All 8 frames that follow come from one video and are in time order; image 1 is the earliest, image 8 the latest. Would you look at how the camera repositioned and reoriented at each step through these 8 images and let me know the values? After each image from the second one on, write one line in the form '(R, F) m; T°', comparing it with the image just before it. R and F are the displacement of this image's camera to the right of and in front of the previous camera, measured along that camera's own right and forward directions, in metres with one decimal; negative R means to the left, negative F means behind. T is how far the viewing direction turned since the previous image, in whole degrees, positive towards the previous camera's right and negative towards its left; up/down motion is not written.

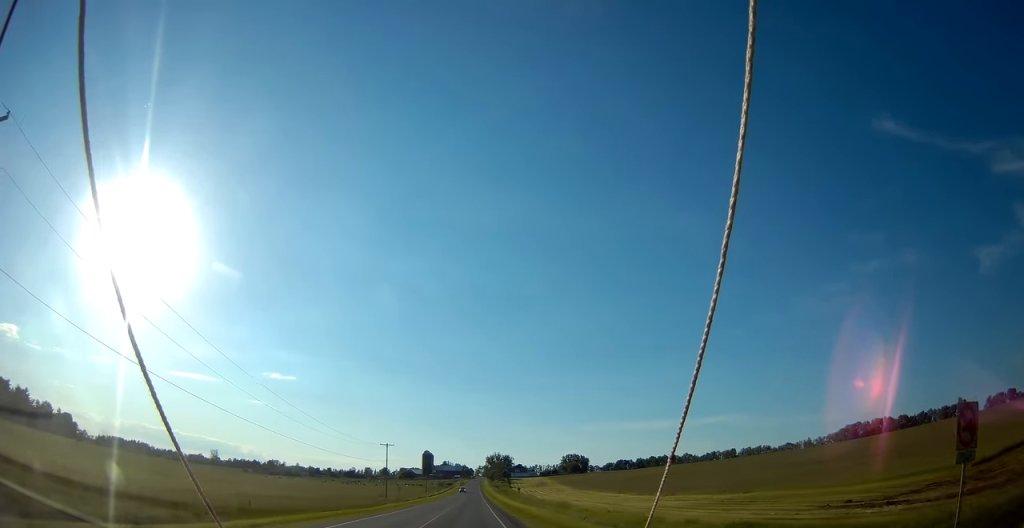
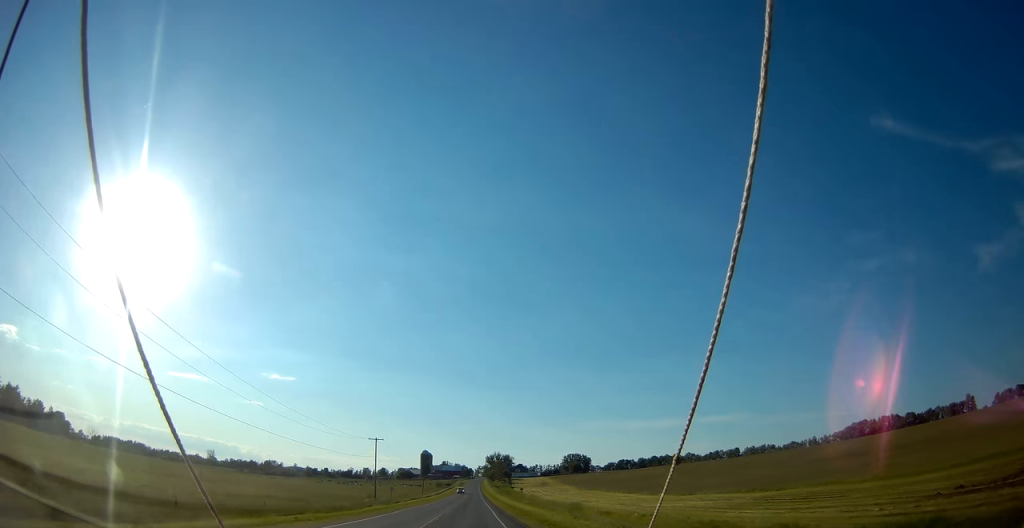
(0.0, +10.8) m; 0°
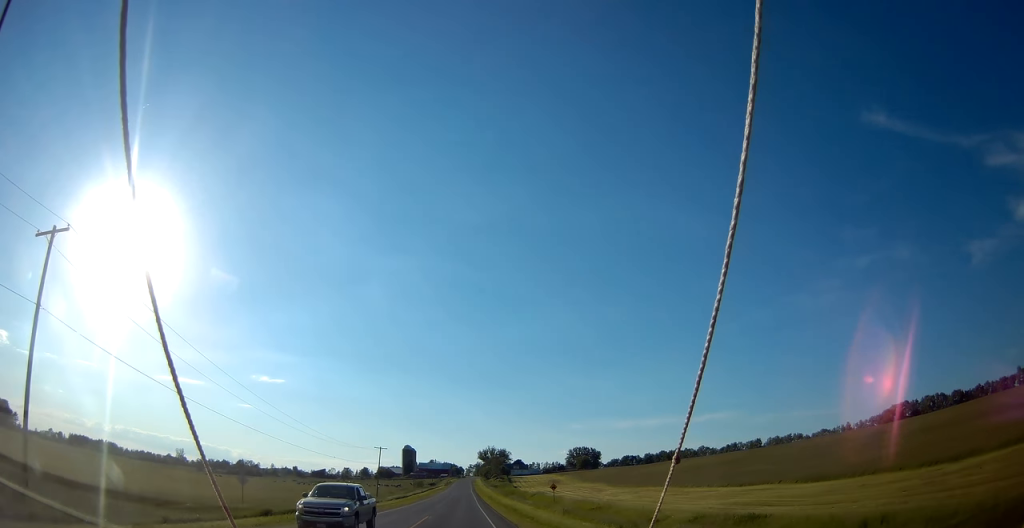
(+0.6, +72.1) m; 0°
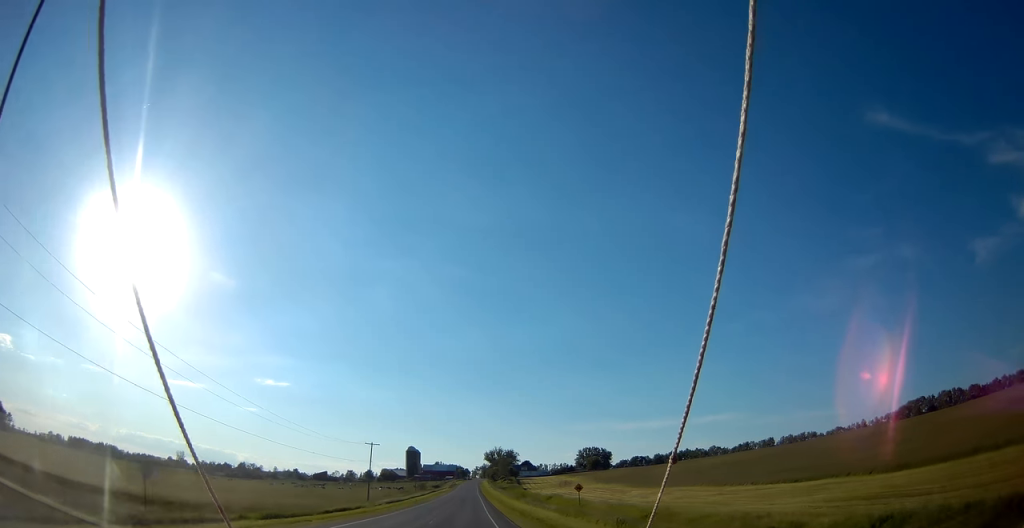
(0.0, +14.9) m; 0°
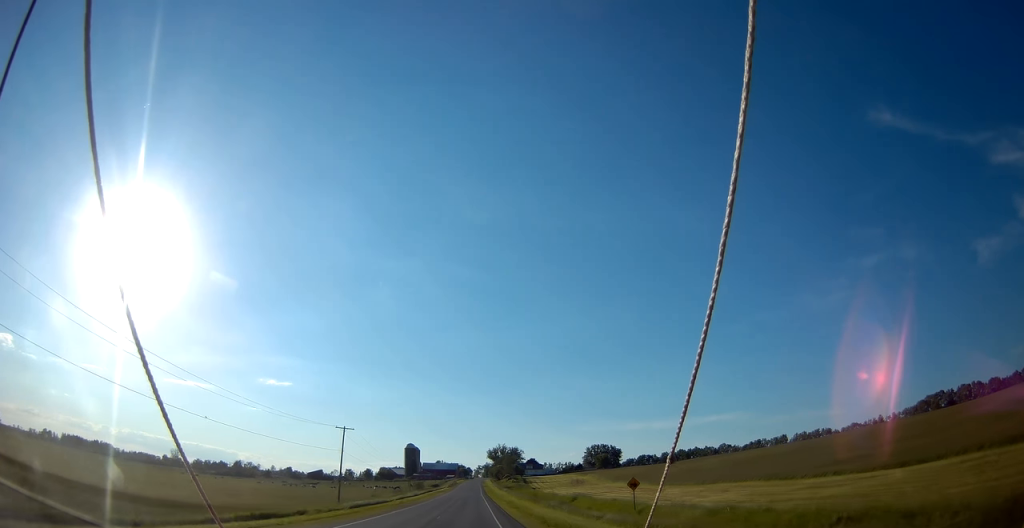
(0.0, +21.5) m; 0°
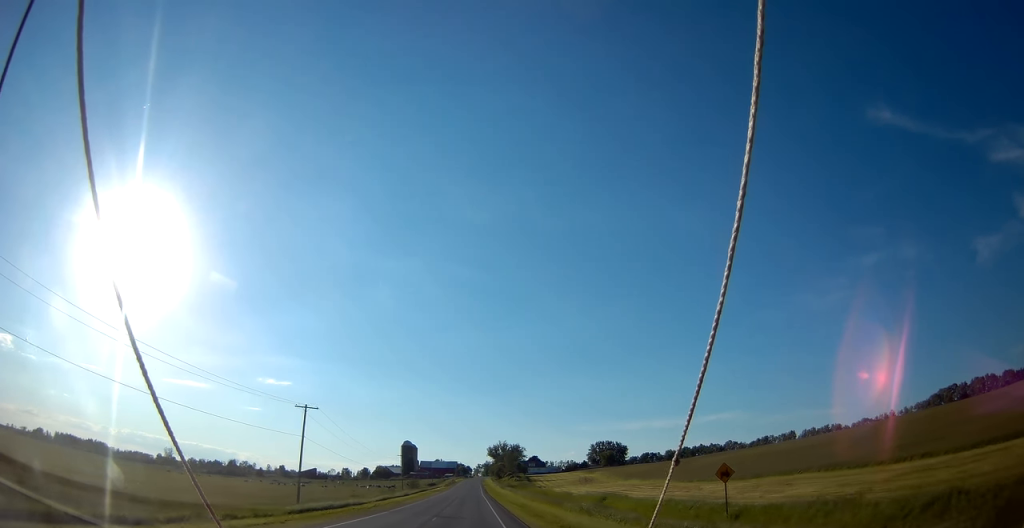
(-0.1, +16.5) m; 0°
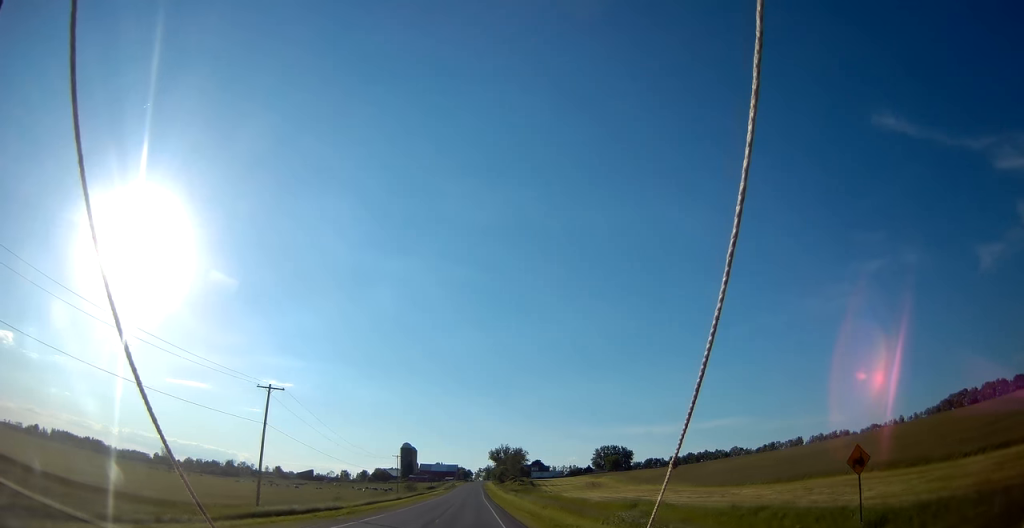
(+0.2, +10.7) m; 0°
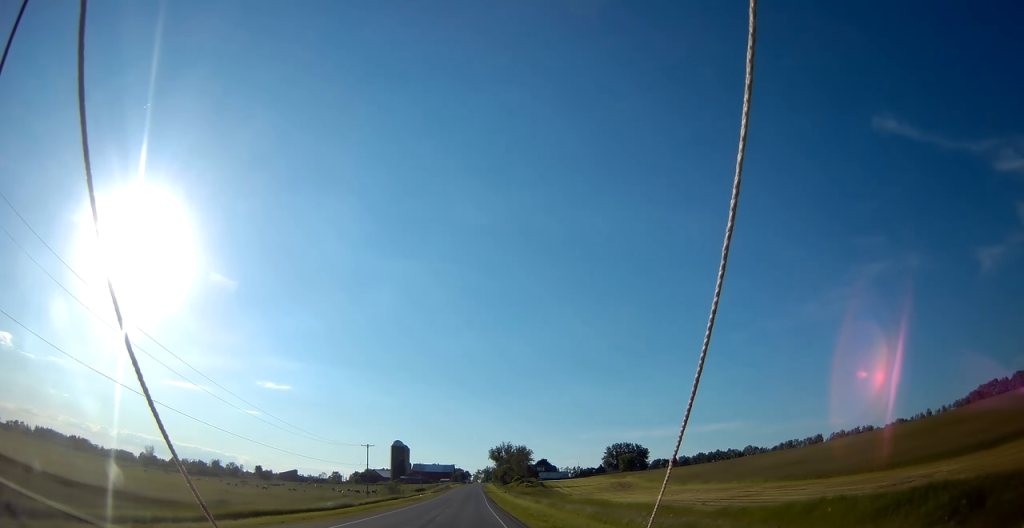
(-0.4, +36.3) m; -1°
